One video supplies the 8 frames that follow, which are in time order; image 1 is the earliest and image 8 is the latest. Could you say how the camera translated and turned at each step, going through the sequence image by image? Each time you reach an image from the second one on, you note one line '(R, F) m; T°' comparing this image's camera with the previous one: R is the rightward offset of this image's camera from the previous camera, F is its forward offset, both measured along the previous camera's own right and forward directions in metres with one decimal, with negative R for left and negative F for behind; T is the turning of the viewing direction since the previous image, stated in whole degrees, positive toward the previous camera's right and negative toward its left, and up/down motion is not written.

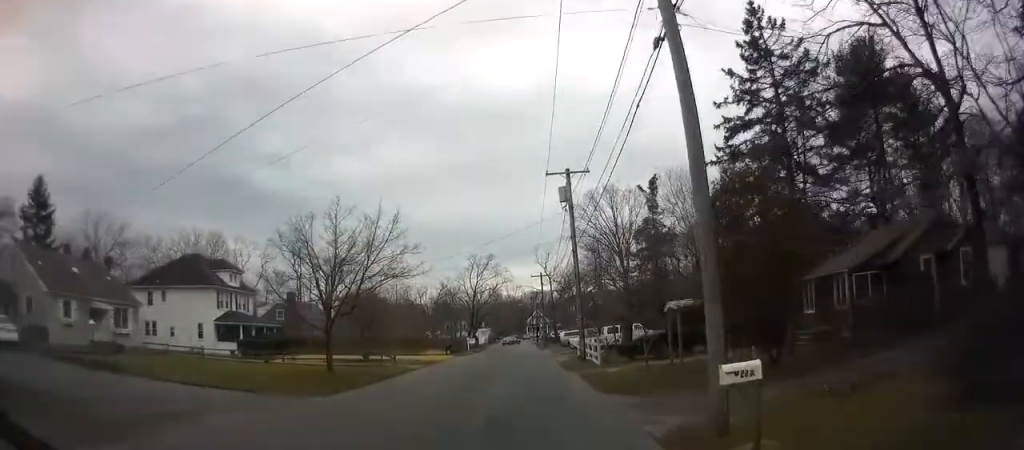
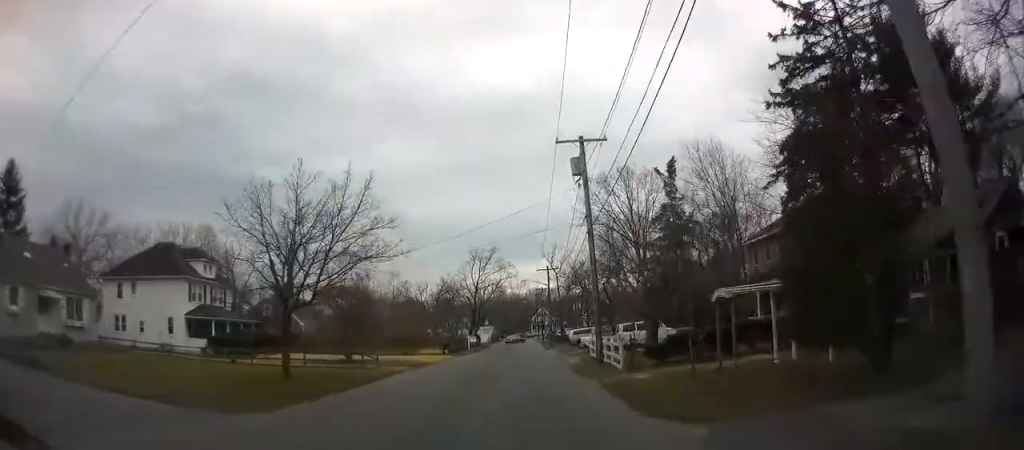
(-0.2, +5.1) m; -2°
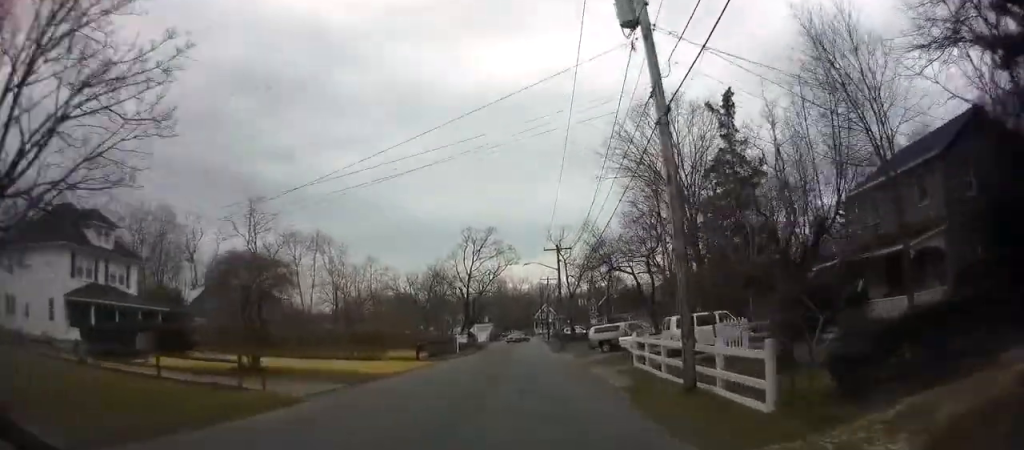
(-0.8, +13.9) m; 0°
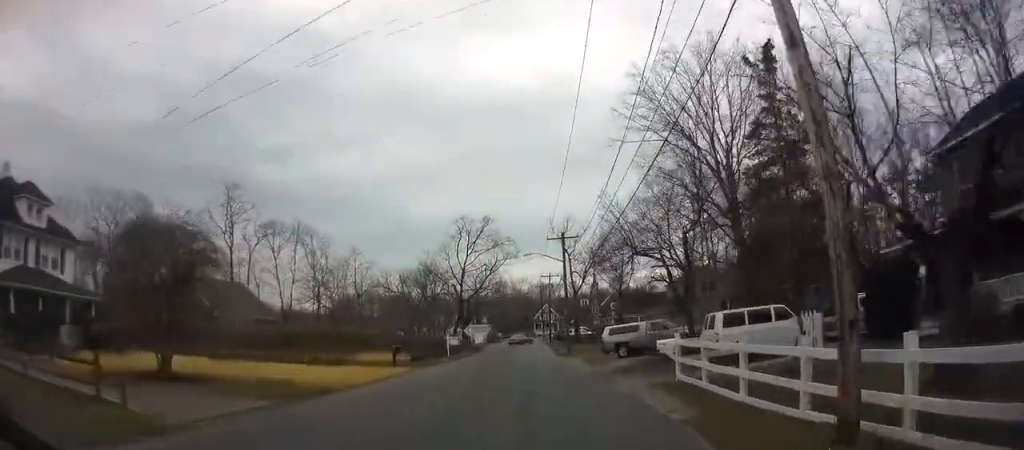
(+0.2, +6.8) m; +1°
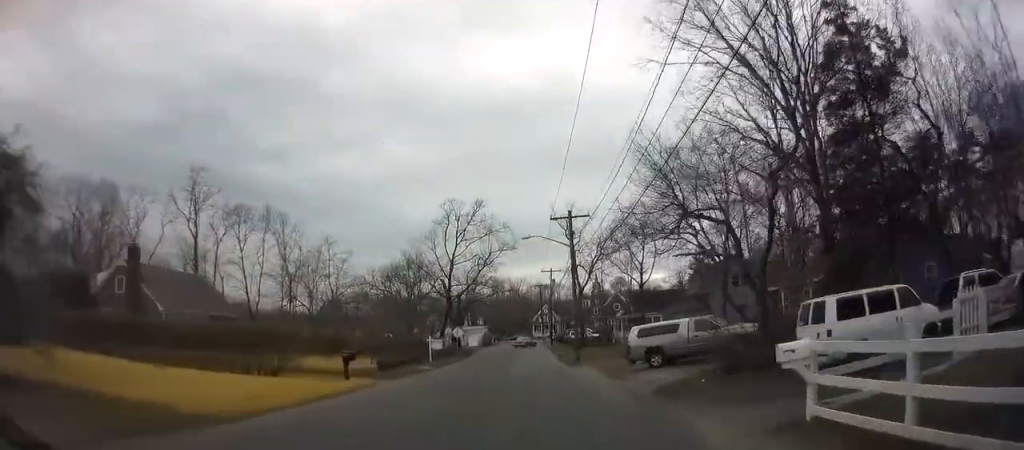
(-0.2, +8.6) m; -2°
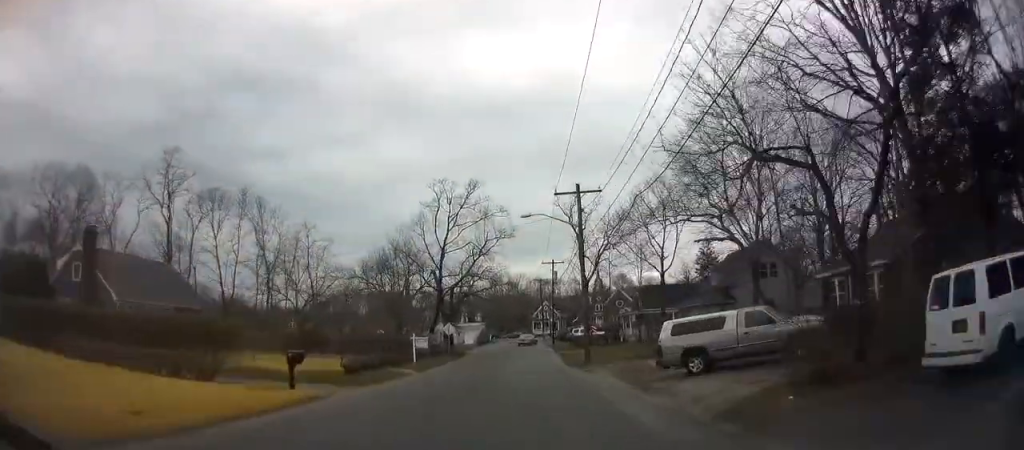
(-0.1, +5.6) m; -1°
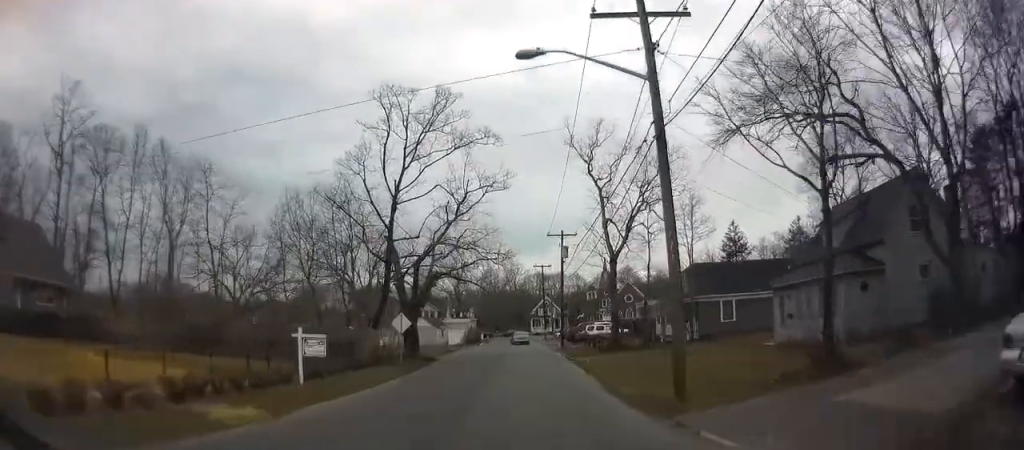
(0.0, +17.5) m; +2°
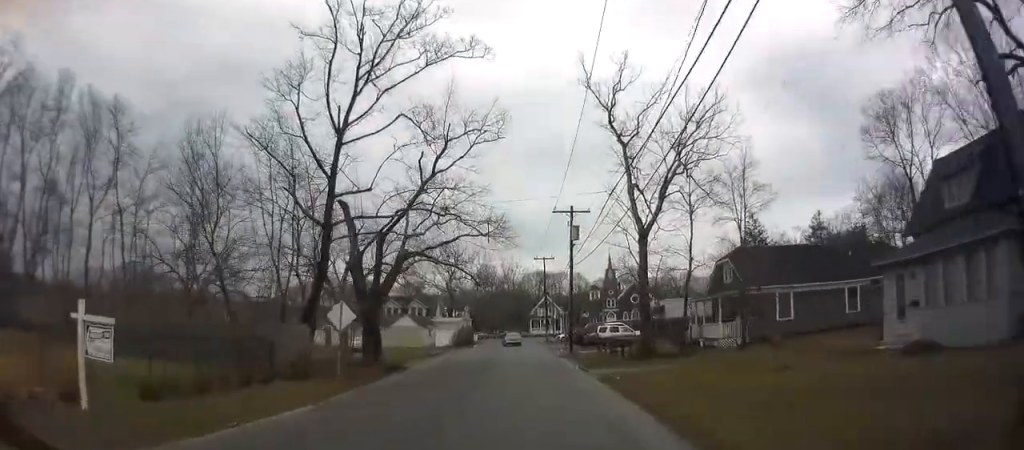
(+0.4, +10.0) m; +3°
